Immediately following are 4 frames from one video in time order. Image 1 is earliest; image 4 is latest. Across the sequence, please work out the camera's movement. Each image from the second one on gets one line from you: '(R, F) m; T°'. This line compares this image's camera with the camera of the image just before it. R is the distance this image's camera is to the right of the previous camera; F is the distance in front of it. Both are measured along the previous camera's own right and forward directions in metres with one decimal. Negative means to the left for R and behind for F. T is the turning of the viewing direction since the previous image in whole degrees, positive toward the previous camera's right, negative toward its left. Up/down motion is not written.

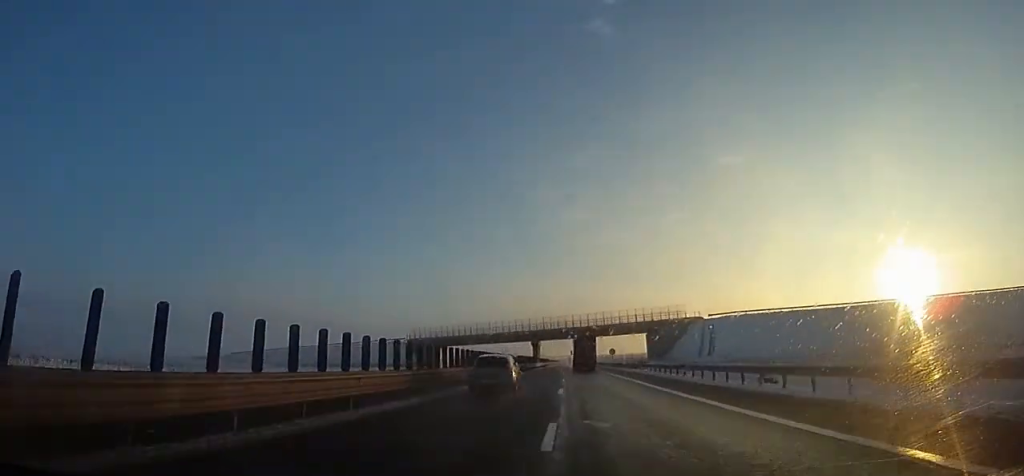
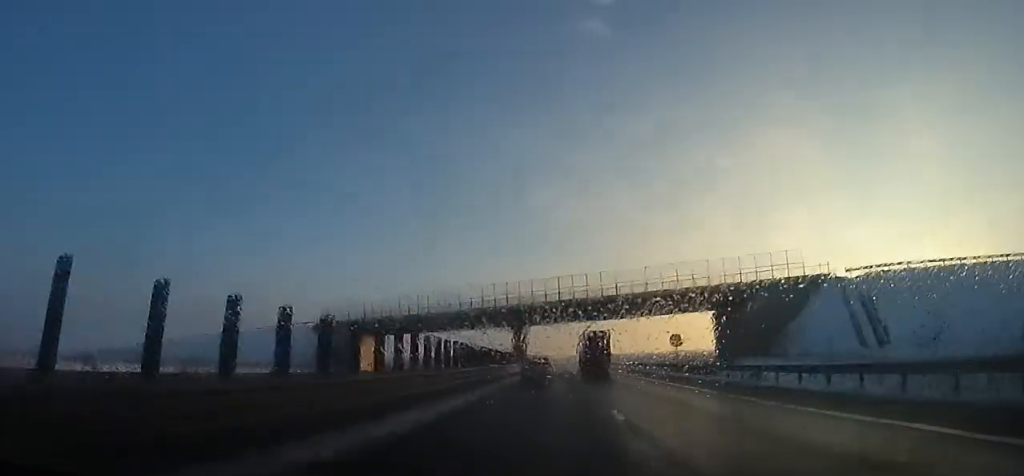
(-0.1, +44.8) m; 0°
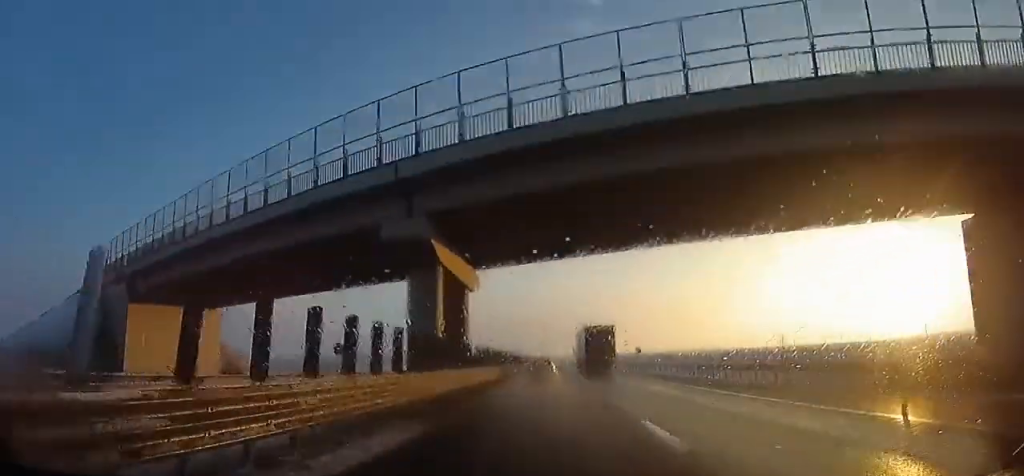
(0.0, +39.6) m; +1°
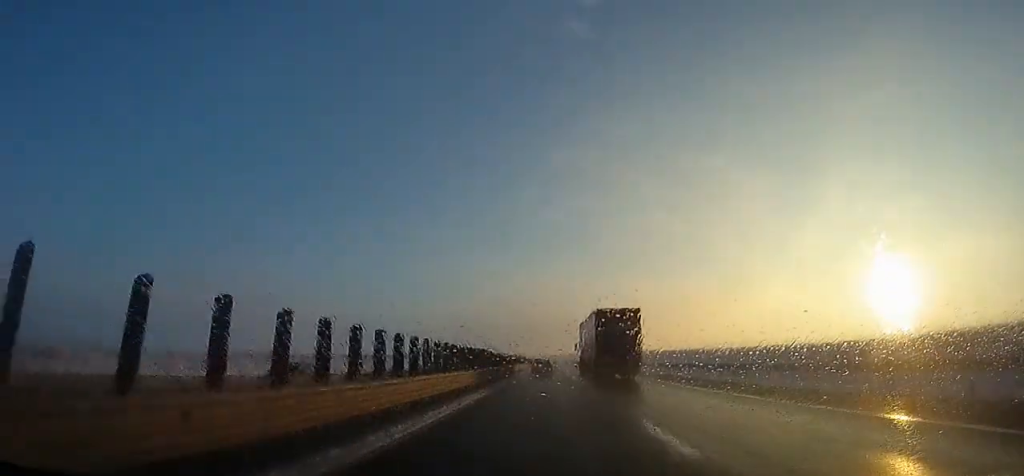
(+0.9, +60.6) m; +2°
